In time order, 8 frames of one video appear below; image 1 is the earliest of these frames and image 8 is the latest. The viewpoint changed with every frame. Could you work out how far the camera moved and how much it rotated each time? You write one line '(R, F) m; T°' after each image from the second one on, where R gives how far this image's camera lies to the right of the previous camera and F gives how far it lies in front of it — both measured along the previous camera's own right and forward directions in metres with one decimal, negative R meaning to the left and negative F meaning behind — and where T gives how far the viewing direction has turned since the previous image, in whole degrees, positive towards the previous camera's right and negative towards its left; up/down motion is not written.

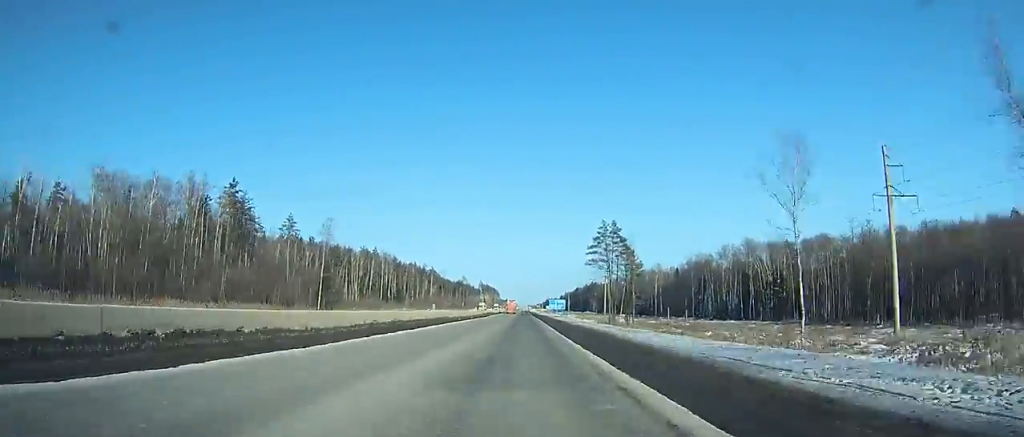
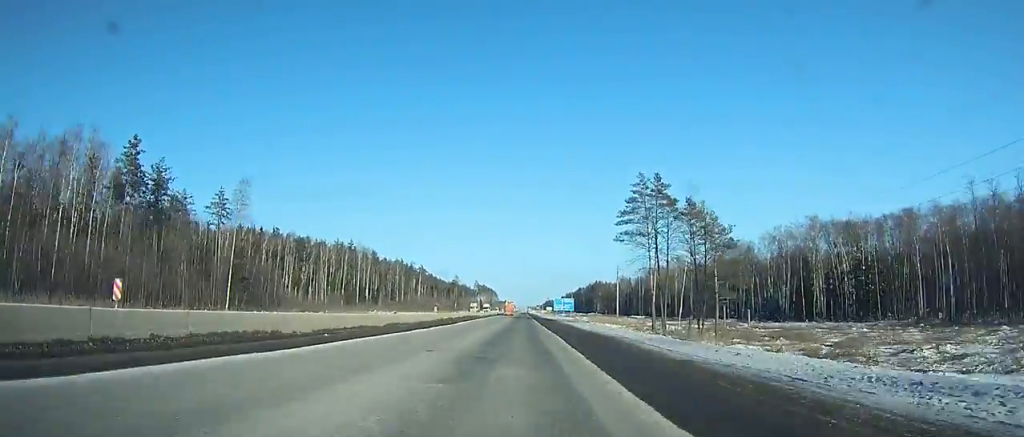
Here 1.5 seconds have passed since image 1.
(+0.3, +38.7) m; 0°
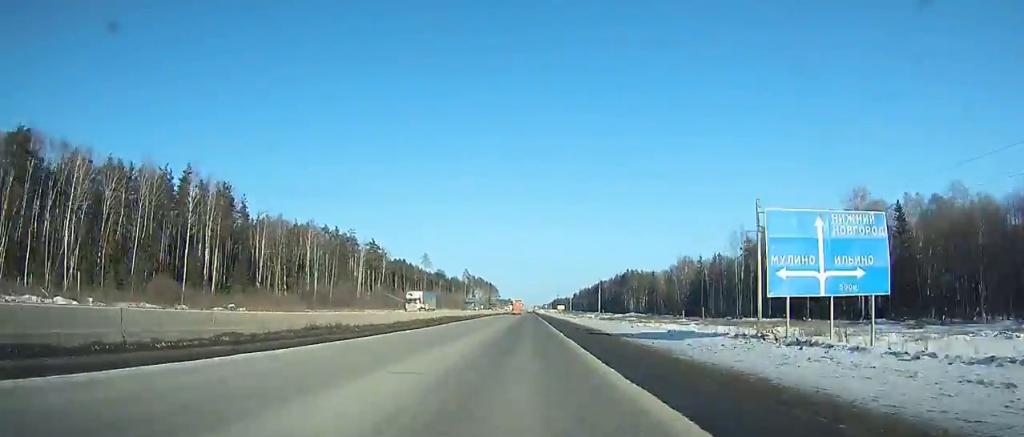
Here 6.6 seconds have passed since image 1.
(-0.8, +133.2) m; 0°
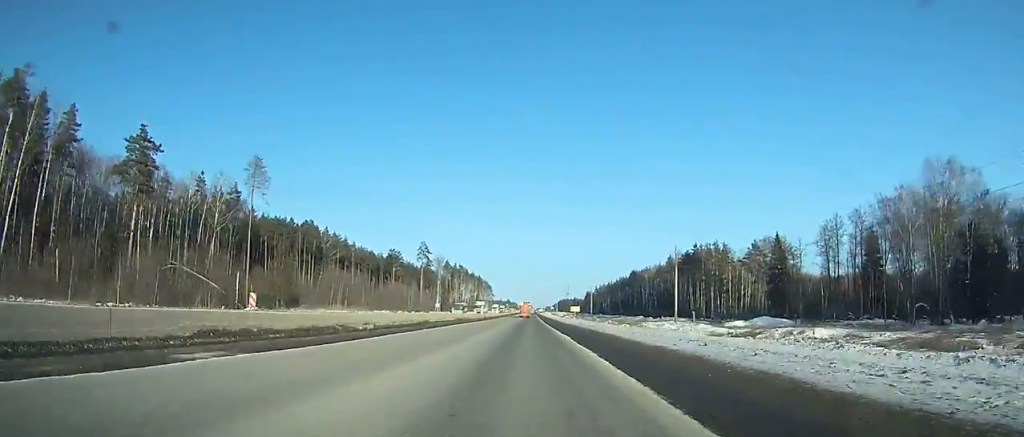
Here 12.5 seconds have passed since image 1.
(-0.4, +154.7) m; 0°
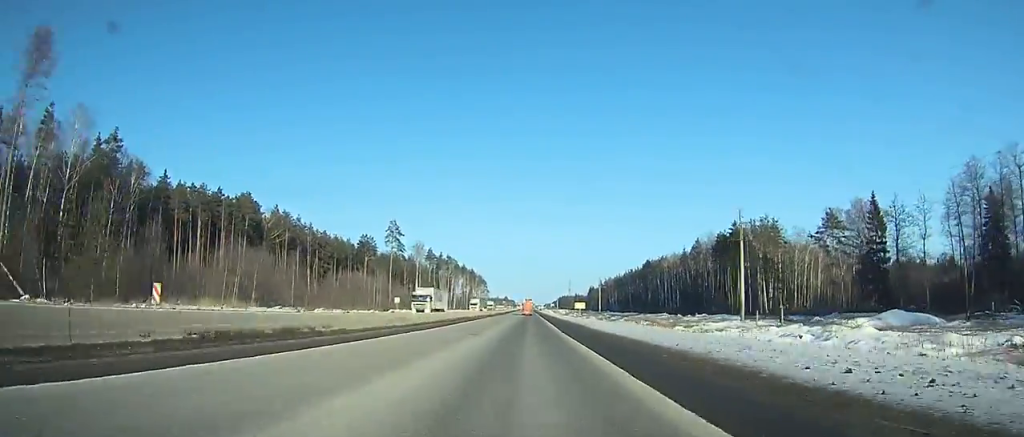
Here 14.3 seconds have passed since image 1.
(0.0, +46.9) m; 0°
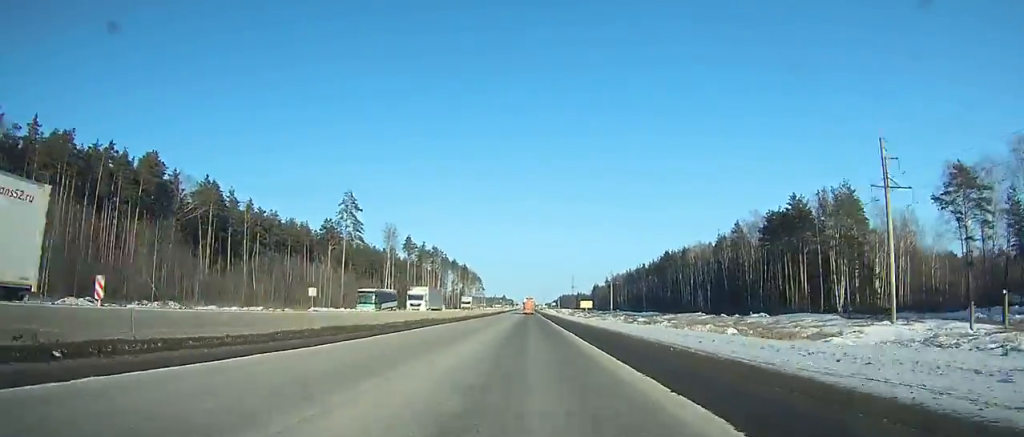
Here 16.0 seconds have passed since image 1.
(-0.1, +44.0) m; 0°
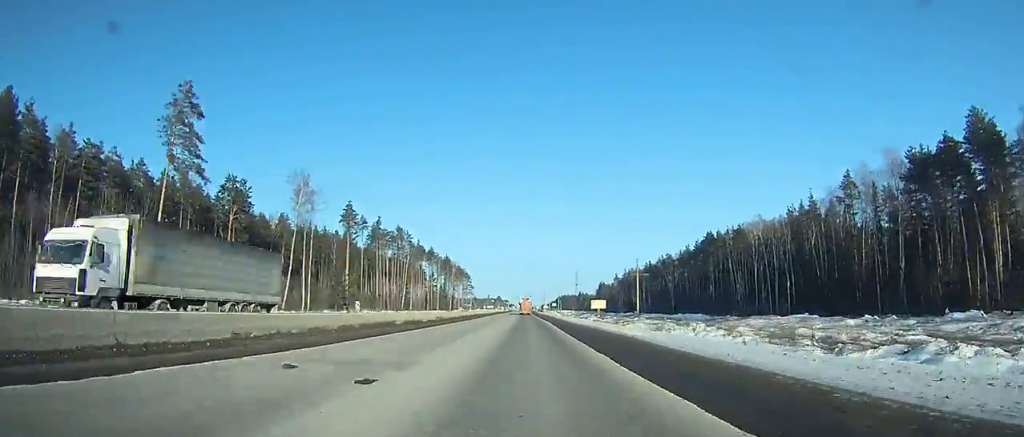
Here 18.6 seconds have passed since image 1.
(+0.3, +66.8) m; 0°
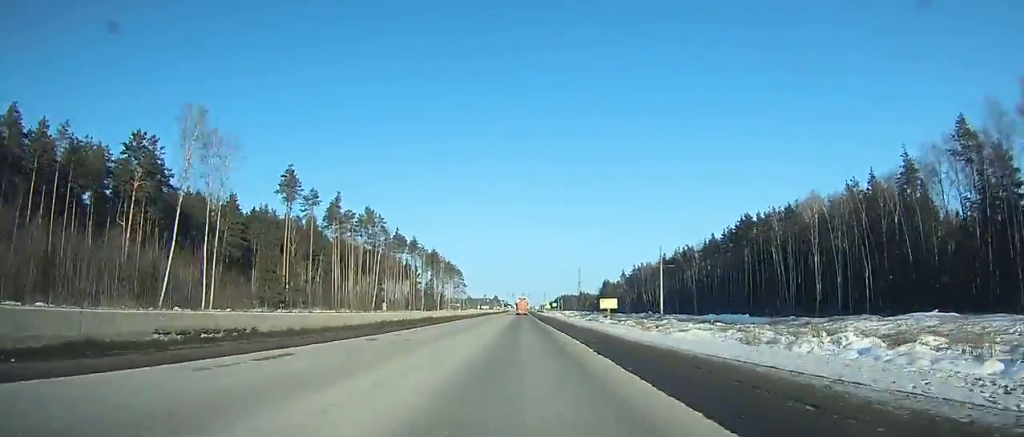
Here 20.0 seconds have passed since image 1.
(+0.1, +35.7) m; 0°
